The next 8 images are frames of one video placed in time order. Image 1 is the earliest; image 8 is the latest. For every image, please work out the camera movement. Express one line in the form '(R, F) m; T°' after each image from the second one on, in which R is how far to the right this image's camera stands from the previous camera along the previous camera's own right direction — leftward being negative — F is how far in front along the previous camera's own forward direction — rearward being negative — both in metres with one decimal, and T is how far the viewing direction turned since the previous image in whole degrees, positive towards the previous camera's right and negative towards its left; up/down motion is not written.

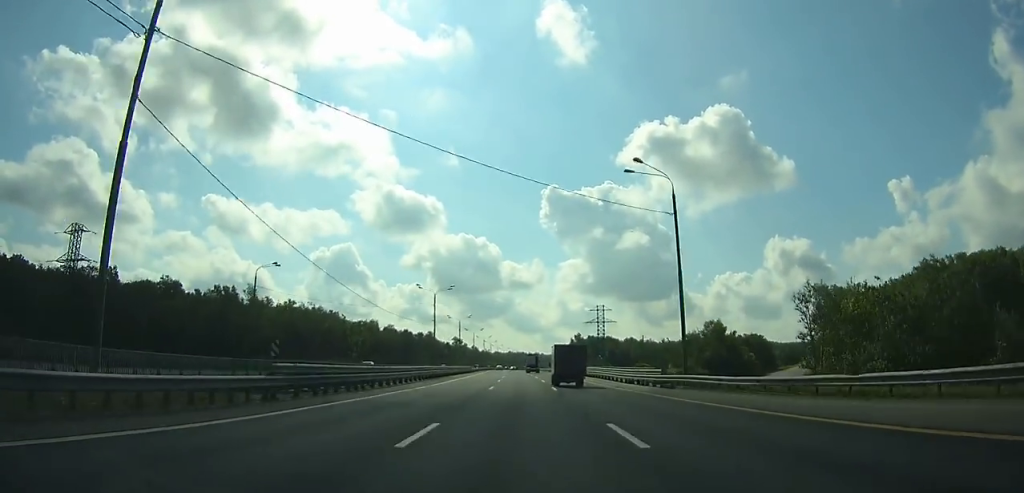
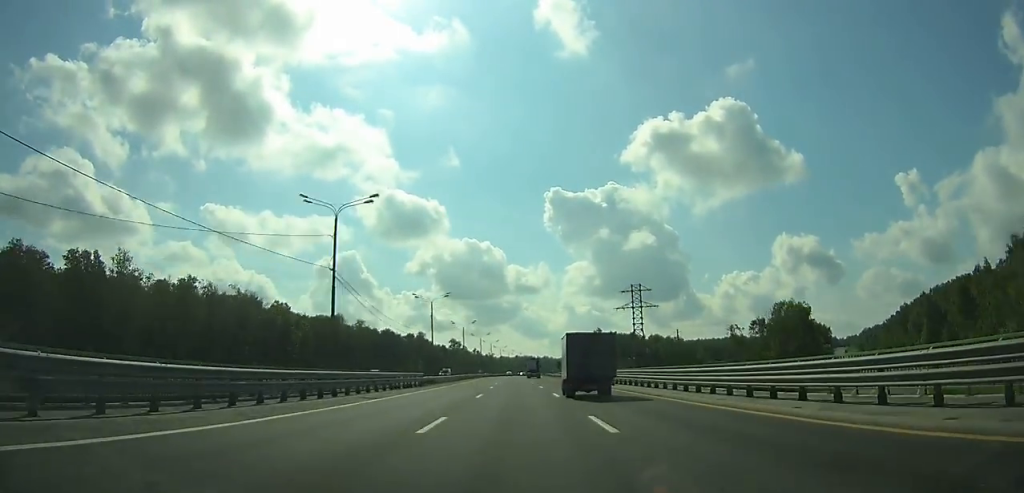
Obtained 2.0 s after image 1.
(-0.8, +54.2) m; -1°
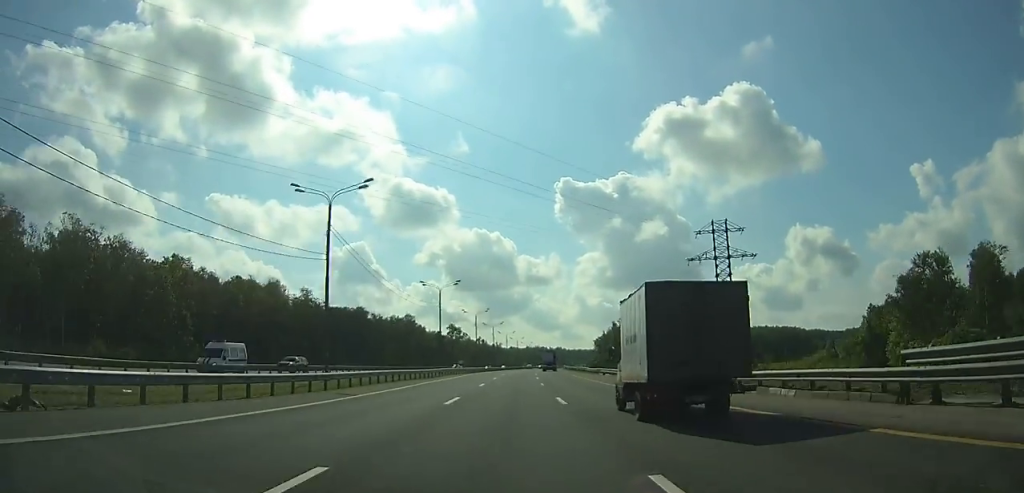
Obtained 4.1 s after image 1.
(-0.7, +56.9) m; -1°
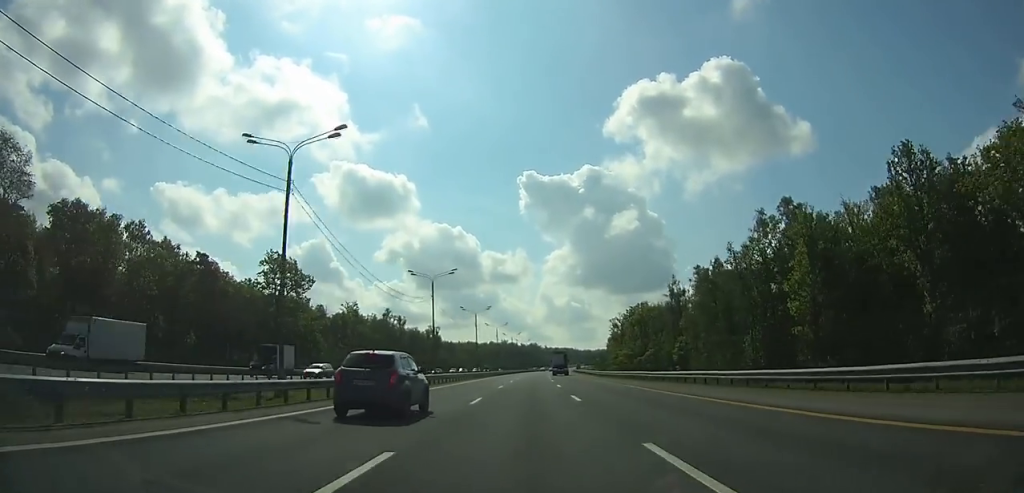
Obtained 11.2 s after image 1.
(+3.4, +190.7) m; +3°
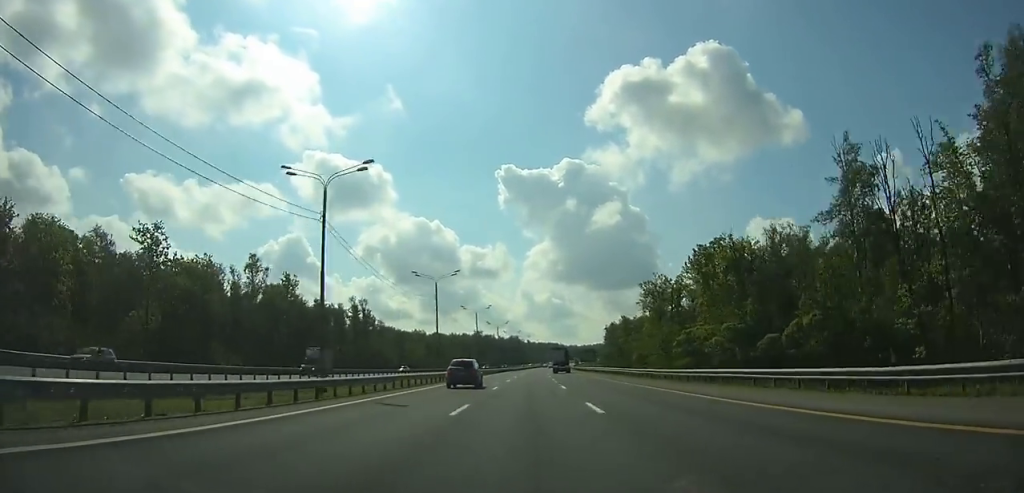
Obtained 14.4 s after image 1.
(+1.3, +83.8) m; +2°
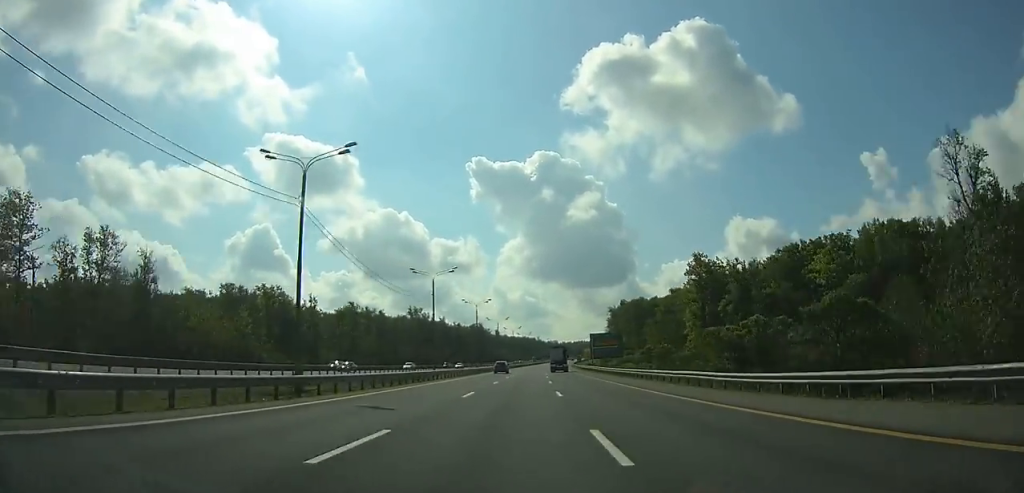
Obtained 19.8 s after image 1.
(+3.5, +136.2) m; +3°
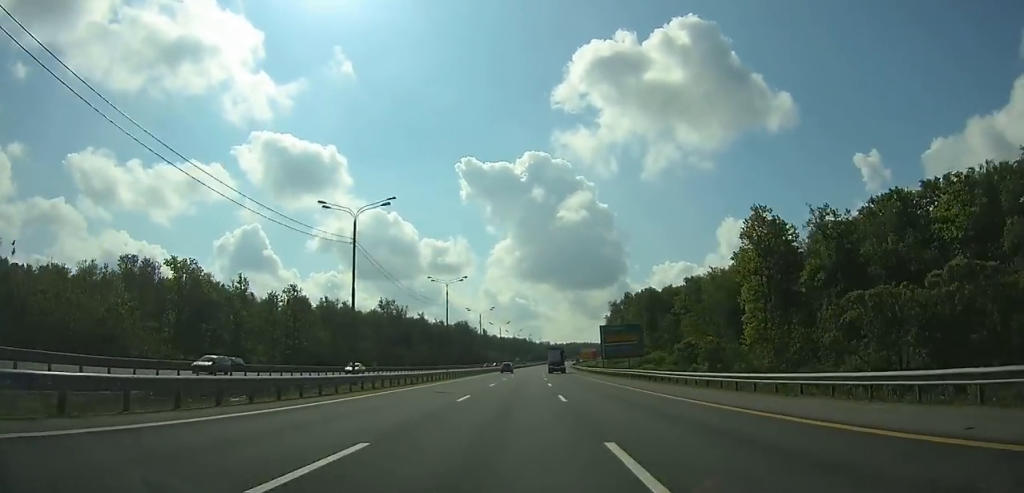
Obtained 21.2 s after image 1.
(+0.4, +34.0) m; +1°
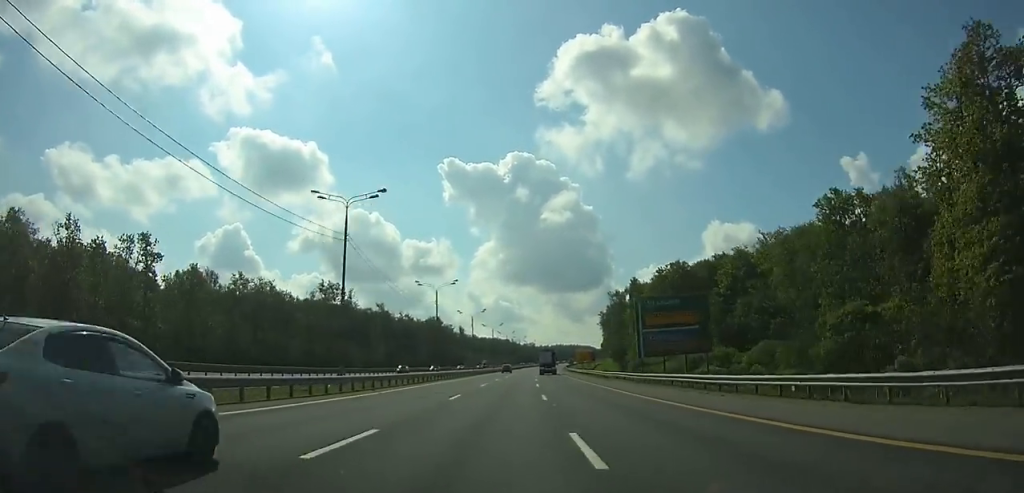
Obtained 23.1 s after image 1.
(+0.2, +45.9) m; +1°
